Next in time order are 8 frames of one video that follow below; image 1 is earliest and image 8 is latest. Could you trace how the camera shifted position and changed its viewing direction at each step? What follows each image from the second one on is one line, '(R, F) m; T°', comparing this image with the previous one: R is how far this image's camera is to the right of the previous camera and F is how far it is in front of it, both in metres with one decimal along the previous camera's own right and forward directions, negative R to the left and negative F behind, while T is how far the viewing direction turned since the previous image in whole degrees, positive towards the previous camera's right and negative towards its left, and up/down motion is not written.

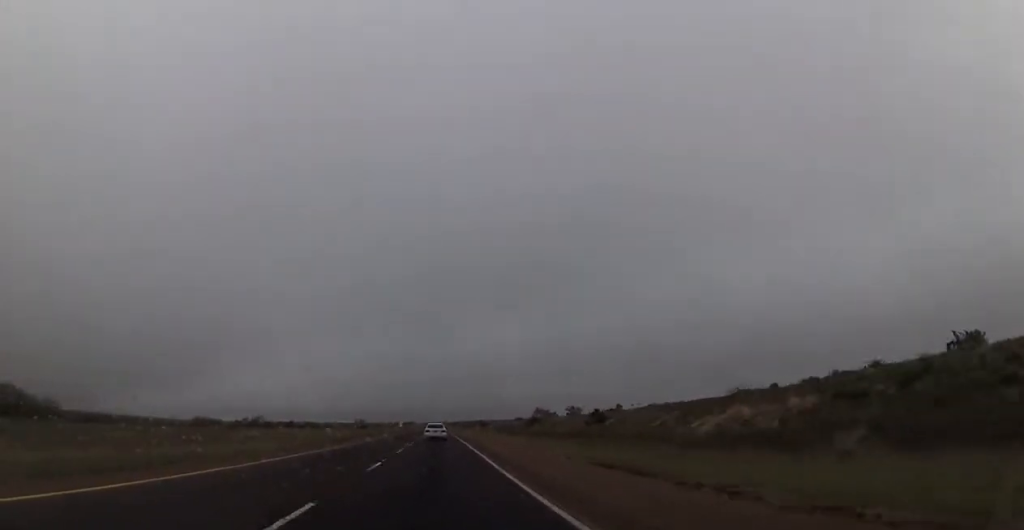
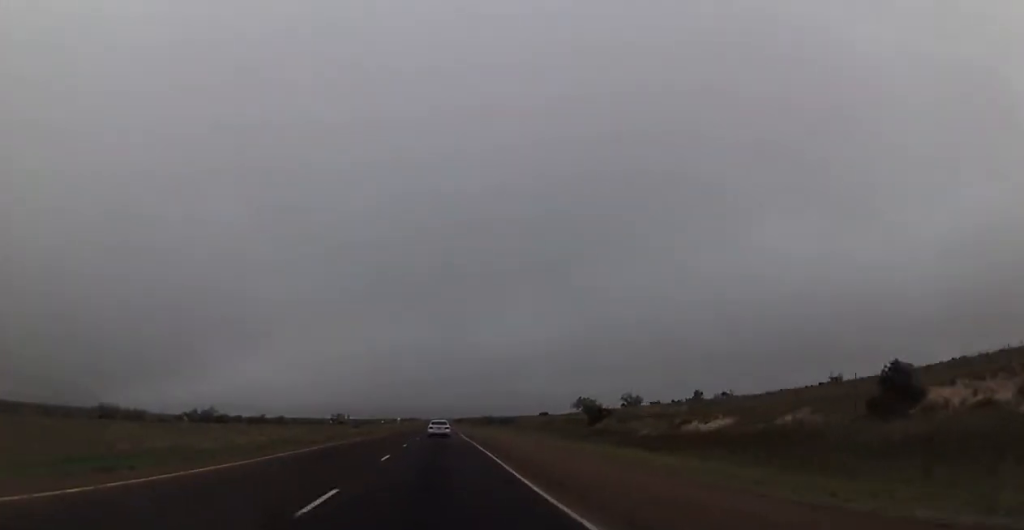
(+0.2, +46.7) m; 0°
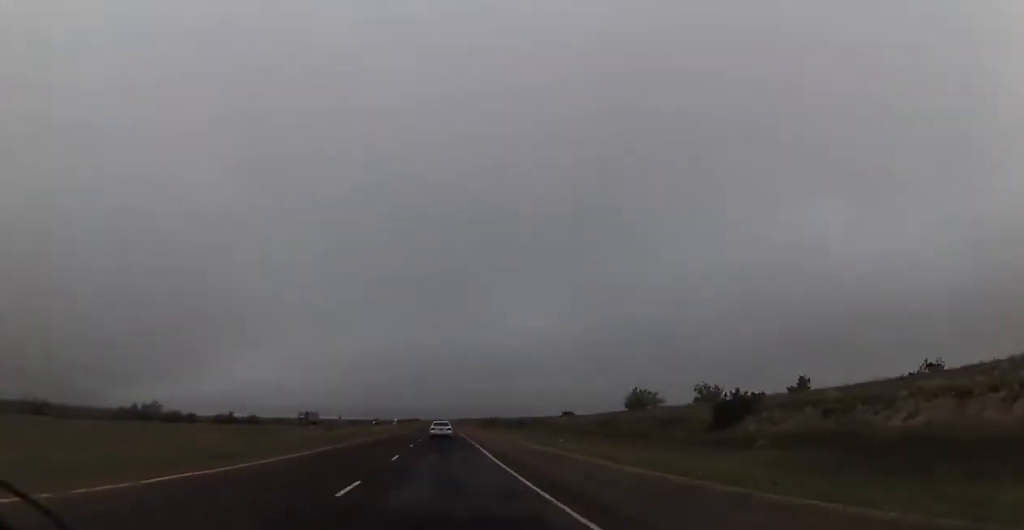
(-0.3, +33.5) m; 0°
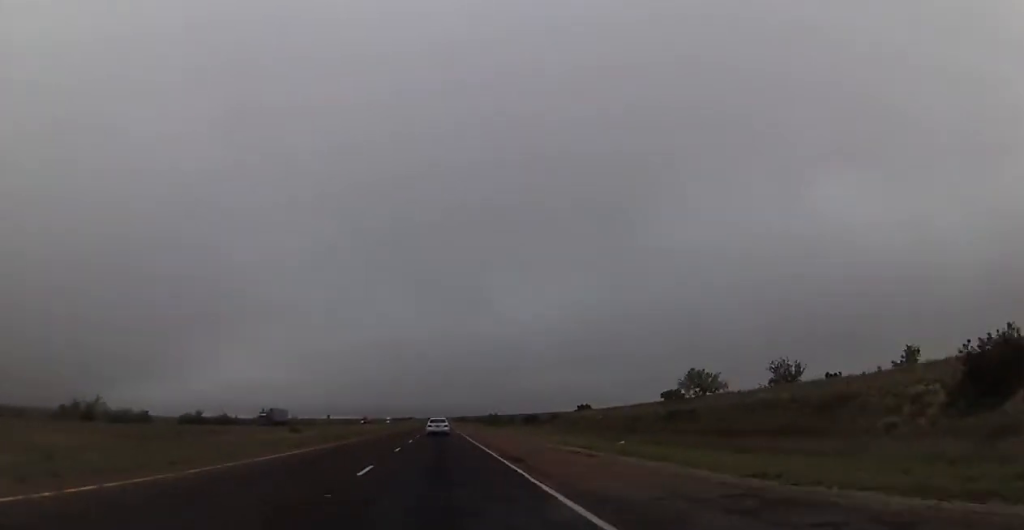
(0.0, +21.3) m; 0°
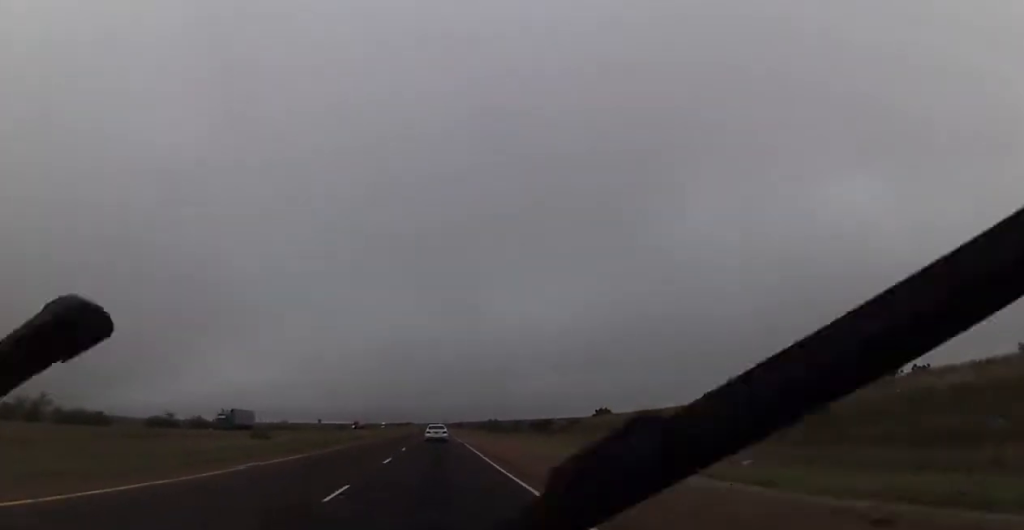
(+0.2, +16.3) m; 0°
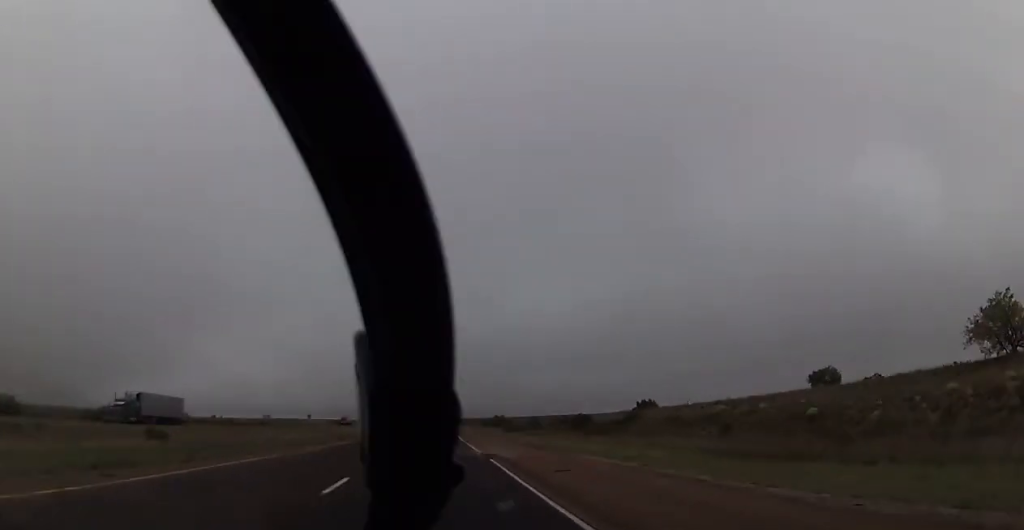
(+0.1, +23.9) m; 0°
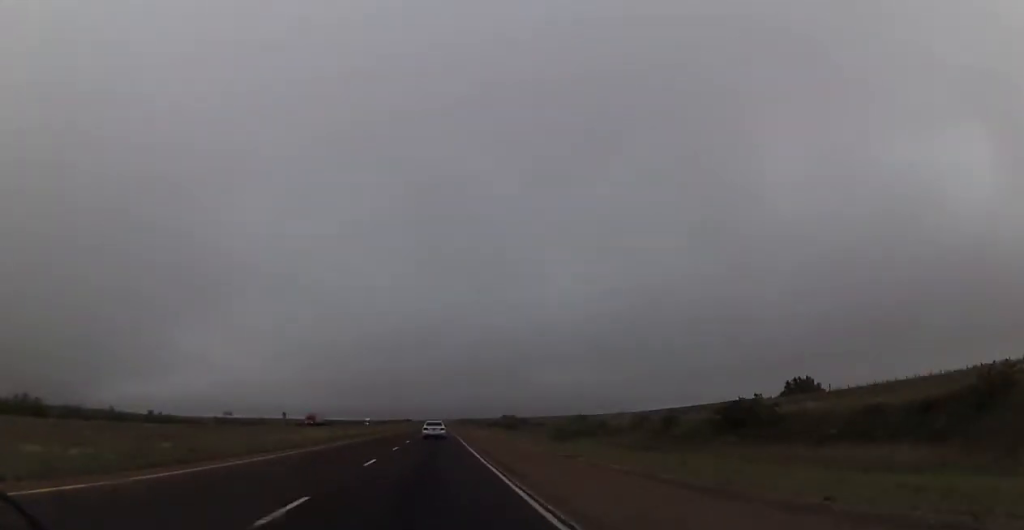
(-0.3, +40.2) m; 0°
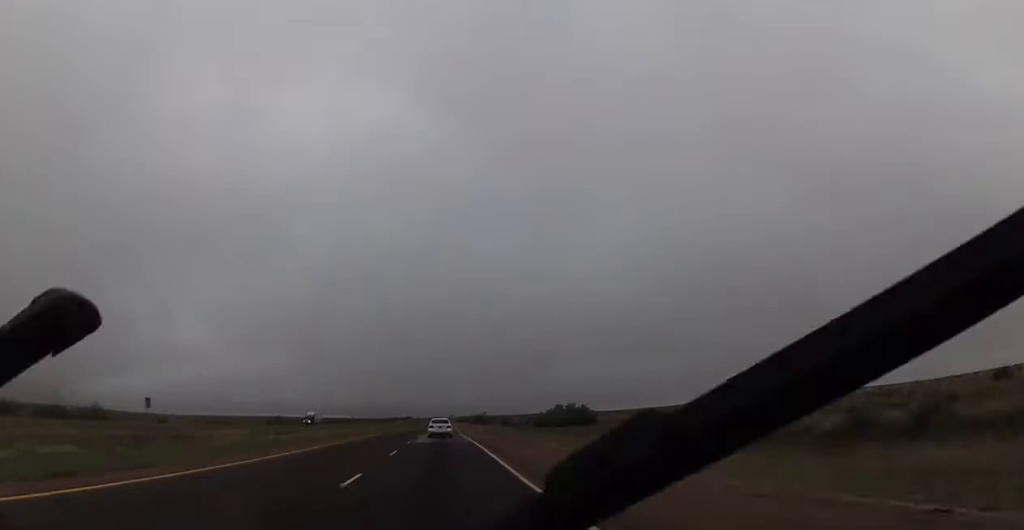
(+0.6, +104.7) m; 0°
